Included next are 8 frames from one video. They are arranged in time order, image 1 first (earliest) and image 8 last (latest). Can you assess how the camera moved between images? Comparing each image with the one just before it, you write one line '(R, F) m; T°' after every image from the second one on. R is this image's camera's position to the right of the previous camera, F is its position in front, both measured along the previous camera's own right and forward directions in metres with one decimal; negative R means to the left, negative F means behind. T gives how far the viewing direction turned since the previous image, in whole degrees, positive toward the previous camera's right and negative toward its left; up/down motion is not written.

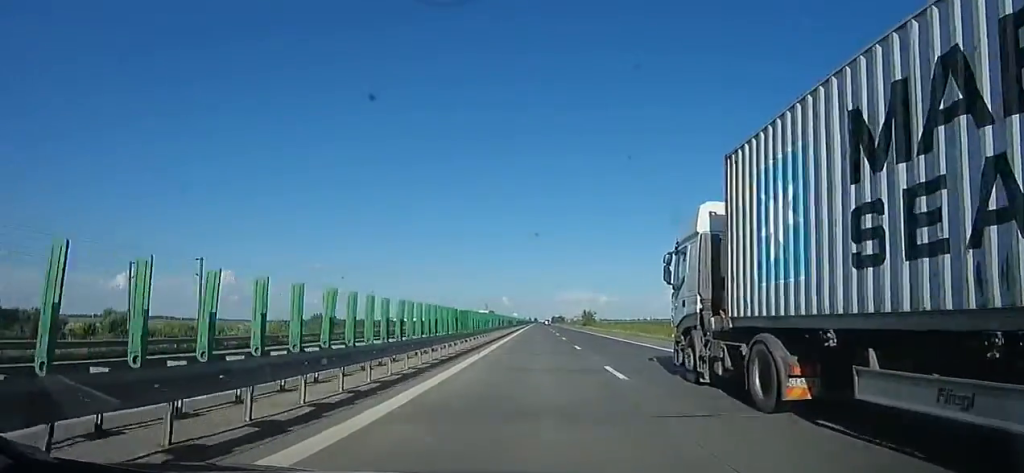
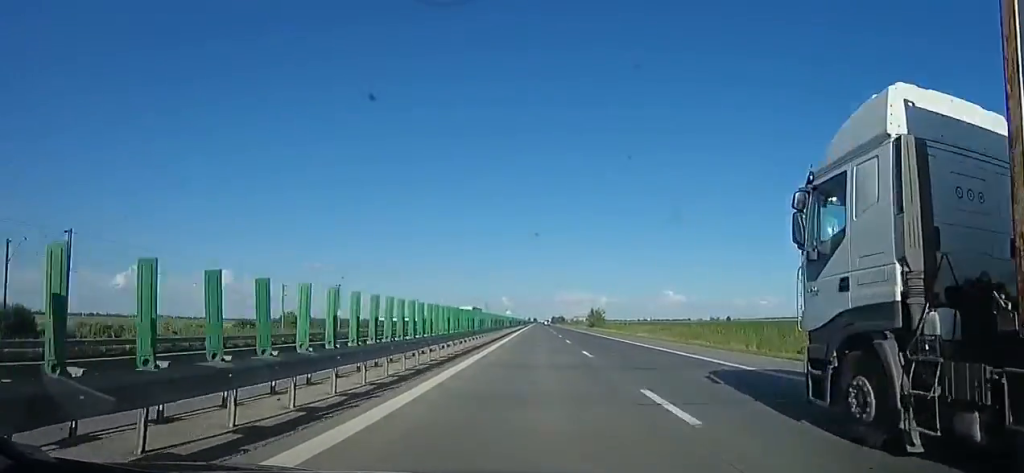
(+0.1, +16.8) m; +1°
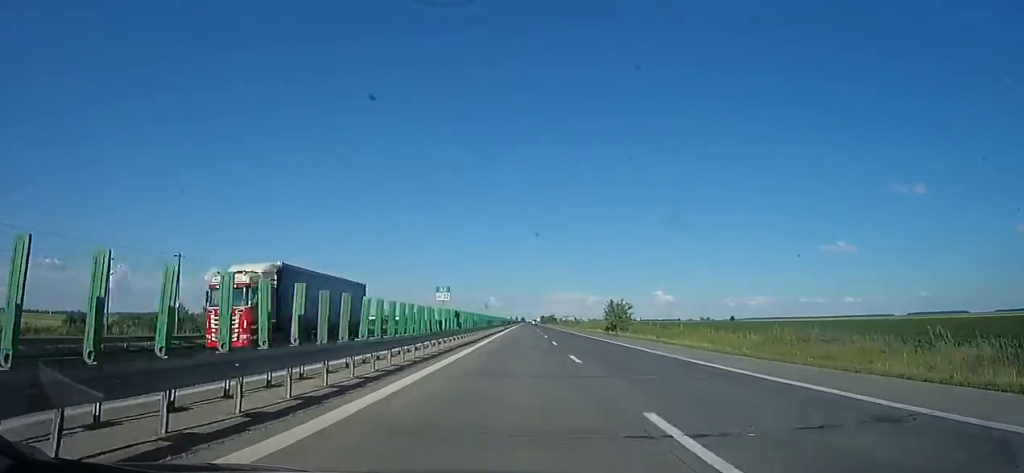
(+0.6, +37.8) m; -1°
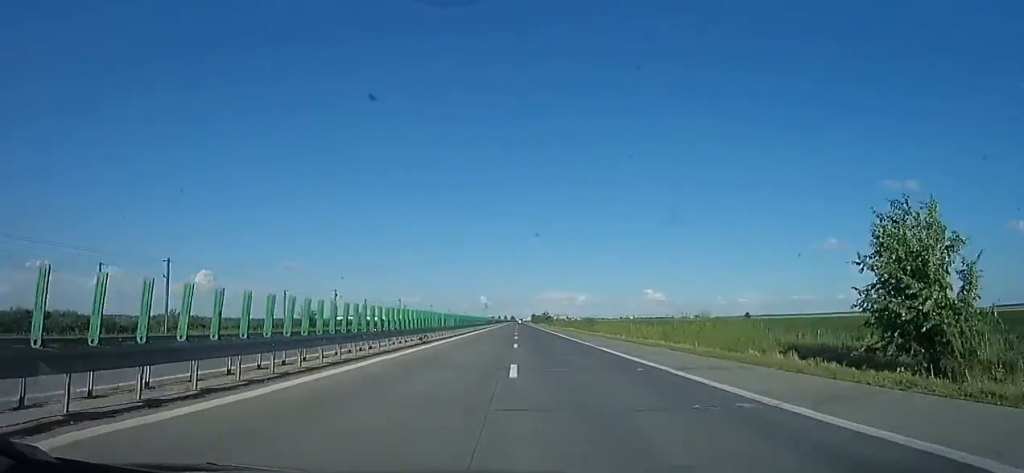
(-1.5, +52.2) m; +1°
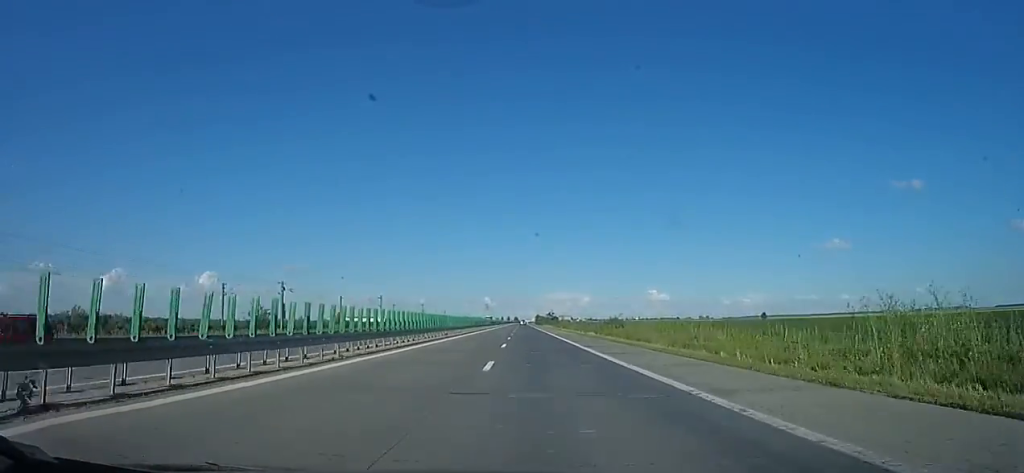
(+1.0, +22.3) m; +2°
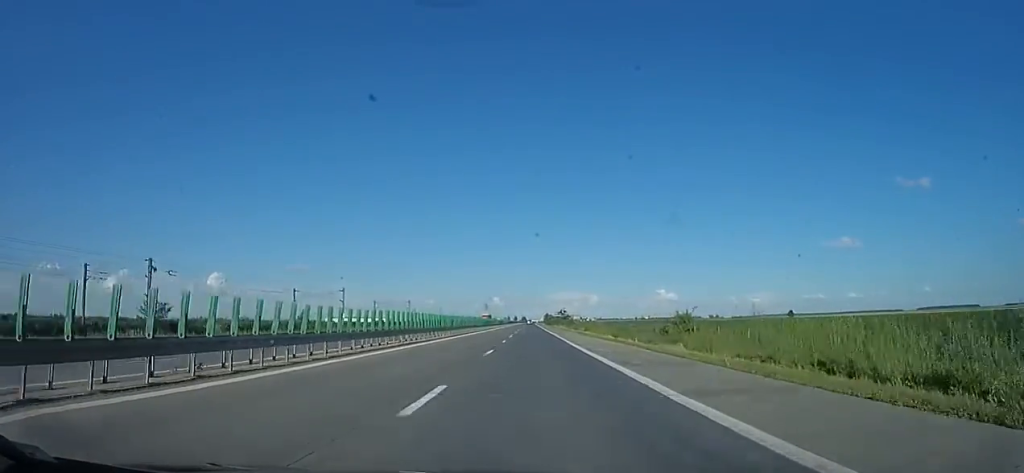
(+0.5, +29.9) m; -1°
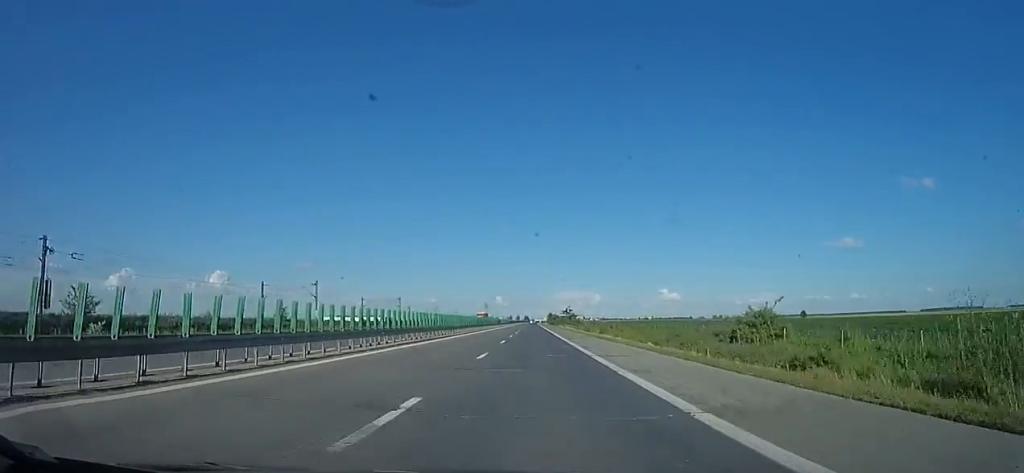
(+0.4, +13.6) m; -1°
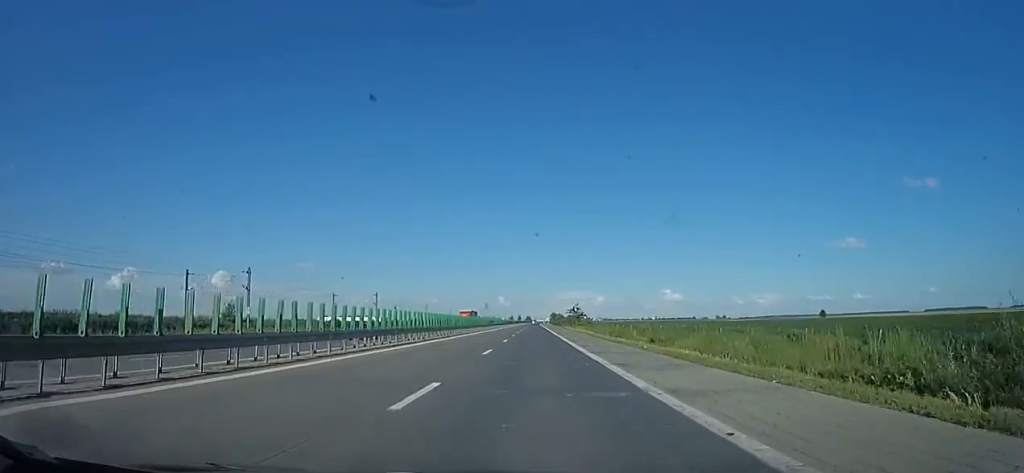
(-1.1, +22.4) m; -2°
